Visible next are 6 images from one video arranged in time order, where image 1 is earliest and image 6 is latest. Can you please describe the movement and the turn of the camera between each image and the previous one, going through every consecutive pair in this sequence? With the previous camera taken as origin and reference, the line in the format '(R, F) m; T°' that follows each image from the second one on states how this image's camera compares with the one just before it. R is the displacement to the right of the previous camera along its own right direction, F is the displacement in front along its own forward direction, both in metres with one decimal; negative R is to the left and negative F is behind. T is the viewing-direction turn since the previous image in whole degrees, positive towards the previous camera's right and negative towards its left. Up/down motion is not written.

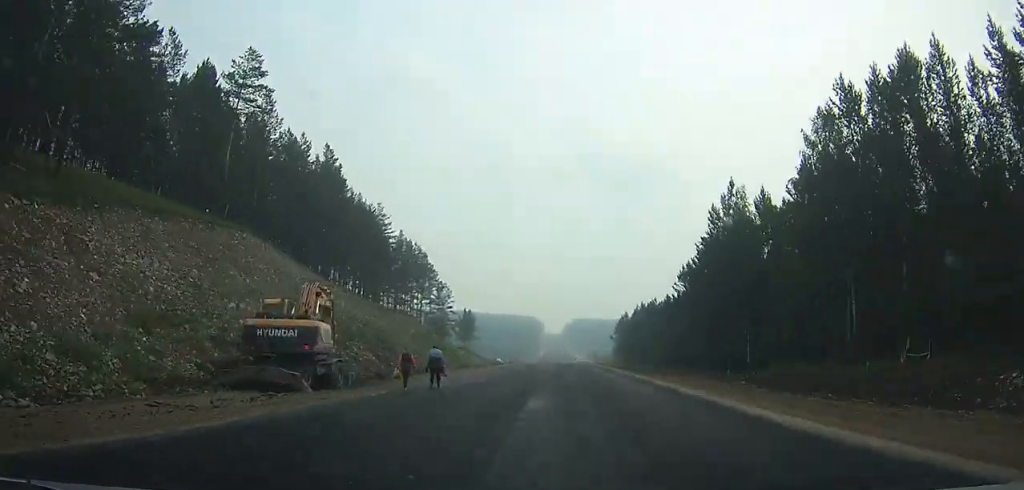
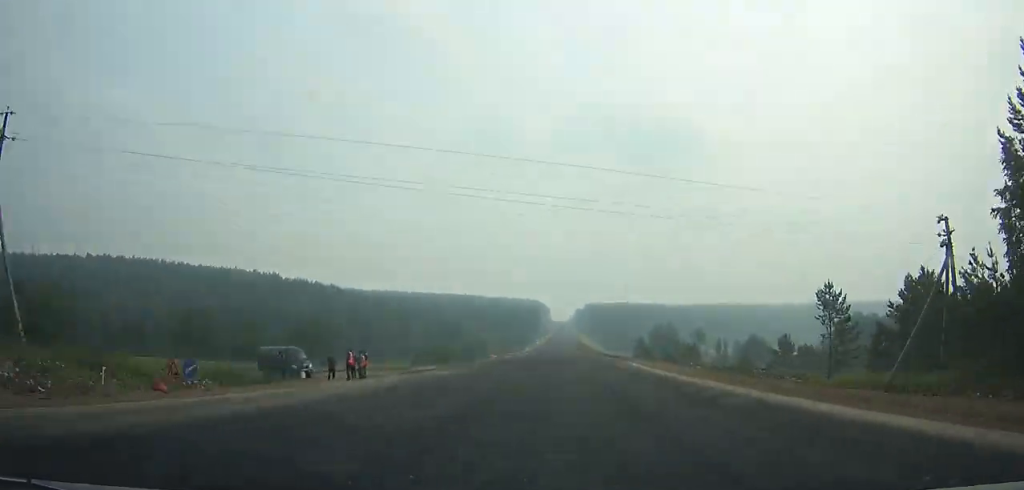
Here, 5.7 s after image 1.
(-1.1, +147.6) m; -1°
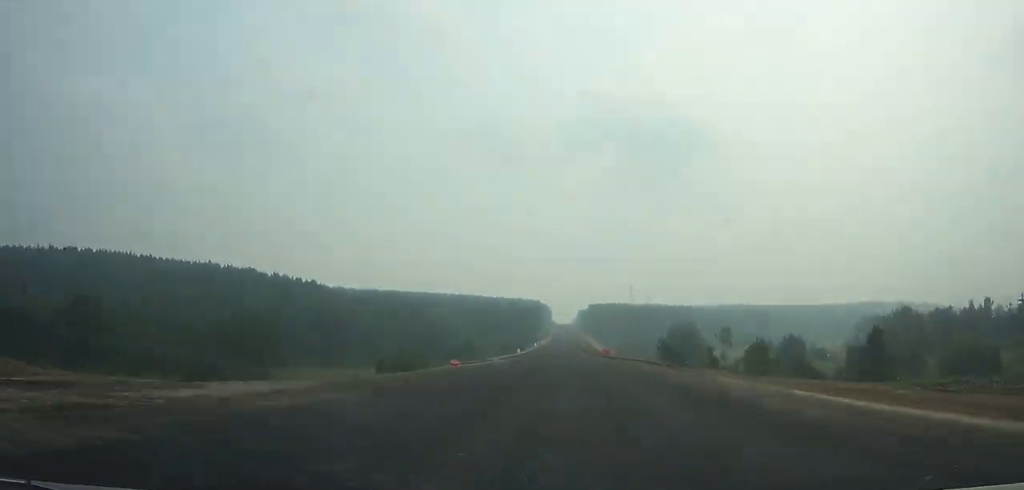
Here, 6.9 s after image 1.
(0.0, +31.2) m; 0°
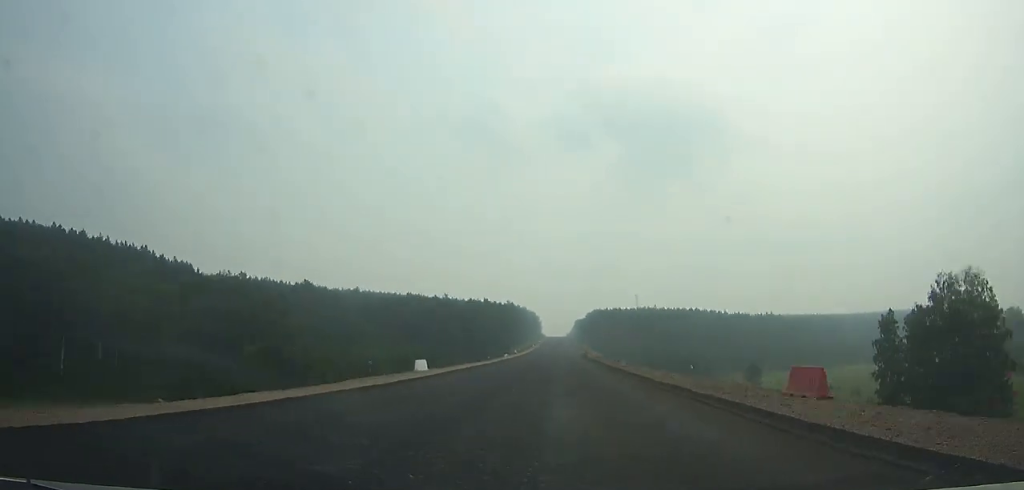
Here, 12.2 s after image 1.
(+0.3, +139.9) m; 0°
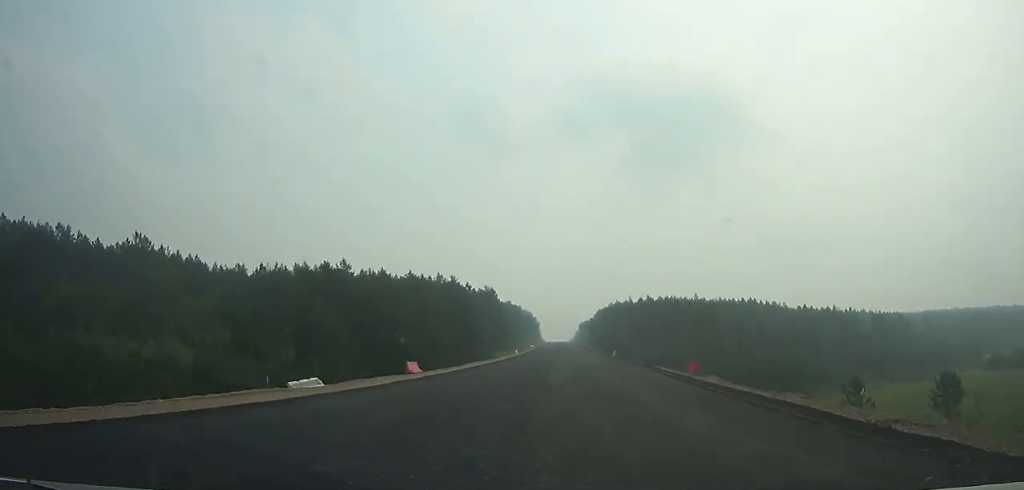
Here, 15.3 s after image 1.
(+0.2, +83.5) m; 0°
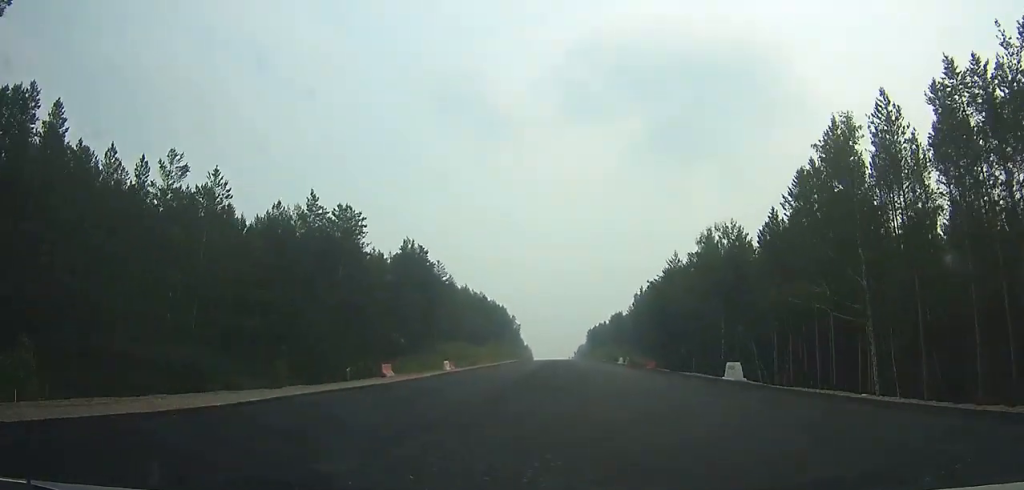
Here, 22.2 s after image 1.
(+0.1, +188.0) m; 0°
